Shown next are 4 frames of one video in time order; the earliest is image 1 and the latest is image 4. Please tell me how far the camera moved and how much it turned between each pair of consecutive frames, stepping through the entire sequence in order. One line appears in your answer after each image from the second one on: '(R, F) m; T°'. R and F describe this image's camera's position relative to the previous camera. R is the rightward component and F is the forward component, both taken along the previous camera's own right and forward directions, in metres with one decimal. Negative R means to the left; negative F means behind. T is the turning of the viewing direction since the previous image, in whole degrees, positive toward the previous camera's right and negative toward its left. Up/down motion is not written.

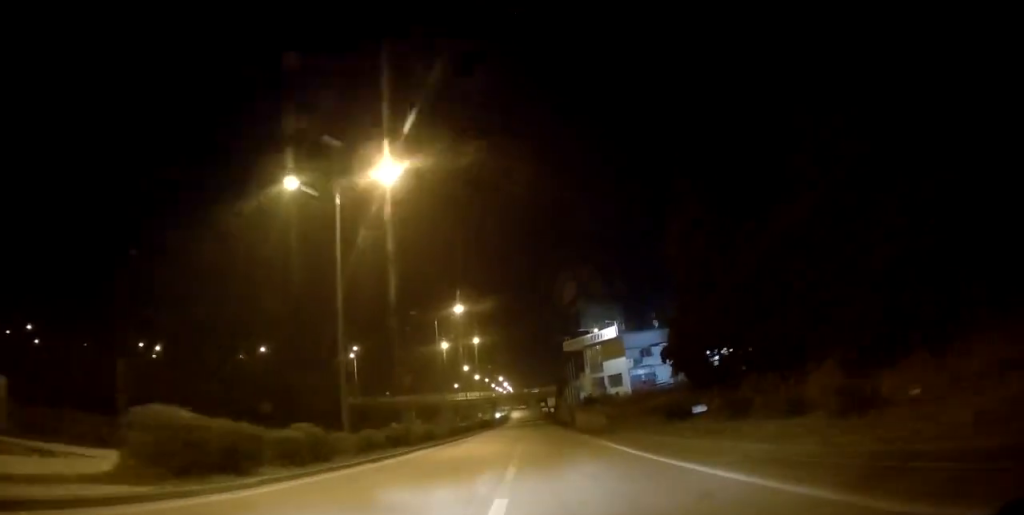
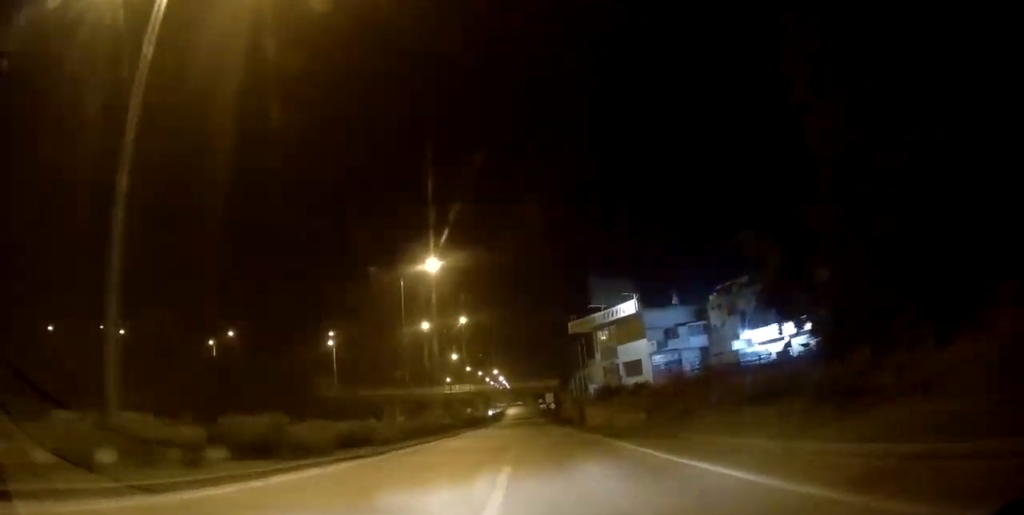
(0.0, +15.3) m; 0°
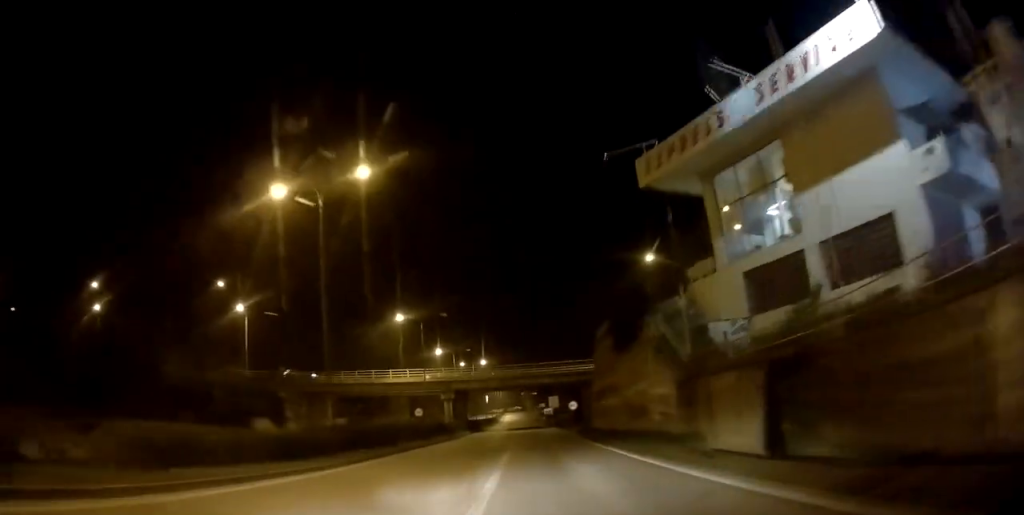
(-0.1, +46.2) m; -1°
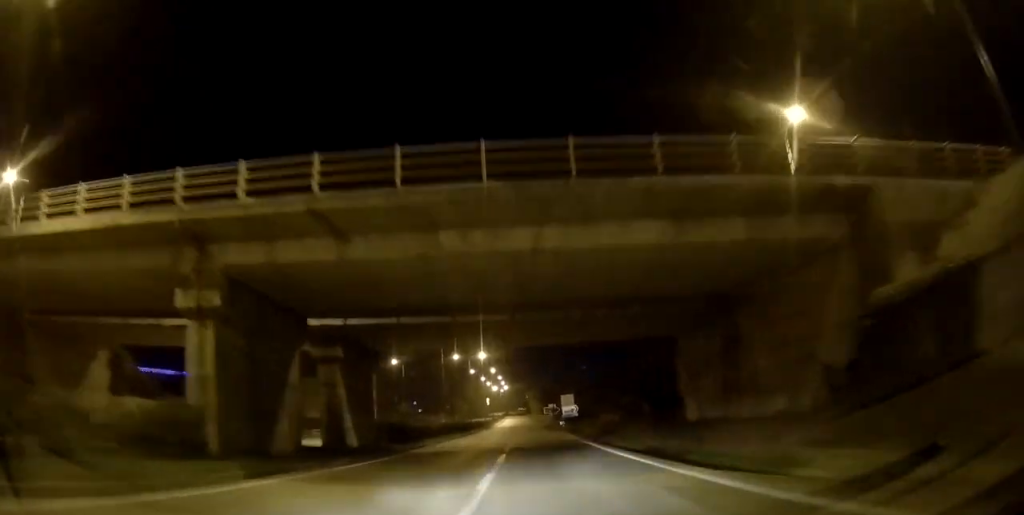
(0.0, +52.6) m; 0°
